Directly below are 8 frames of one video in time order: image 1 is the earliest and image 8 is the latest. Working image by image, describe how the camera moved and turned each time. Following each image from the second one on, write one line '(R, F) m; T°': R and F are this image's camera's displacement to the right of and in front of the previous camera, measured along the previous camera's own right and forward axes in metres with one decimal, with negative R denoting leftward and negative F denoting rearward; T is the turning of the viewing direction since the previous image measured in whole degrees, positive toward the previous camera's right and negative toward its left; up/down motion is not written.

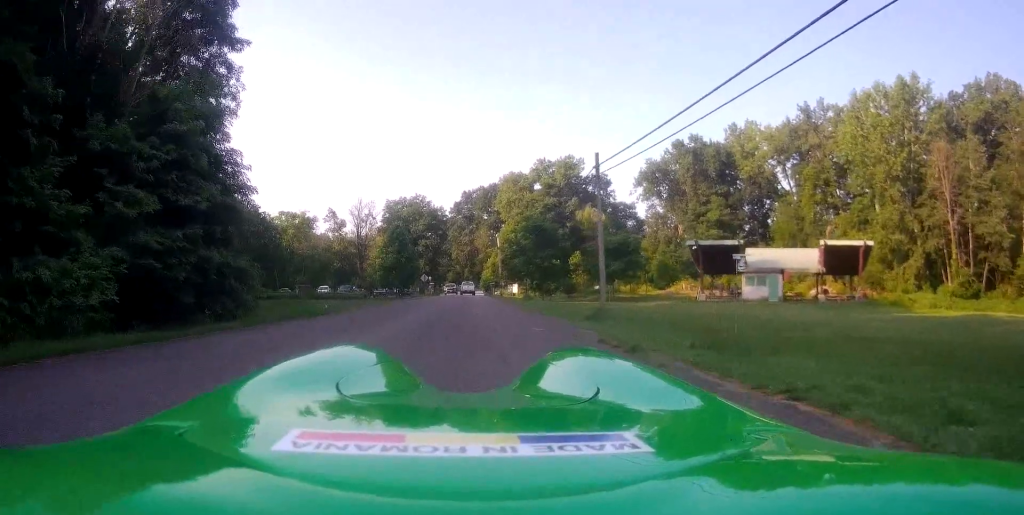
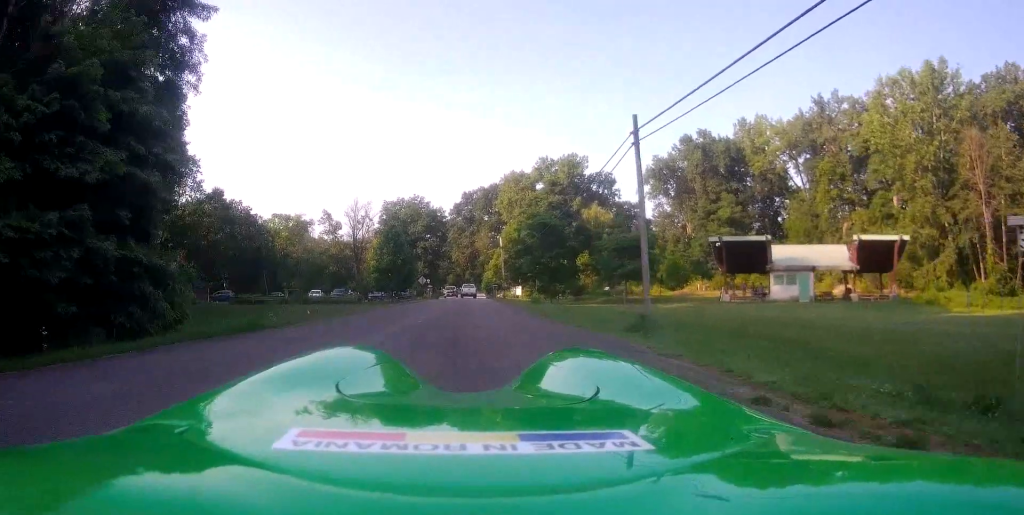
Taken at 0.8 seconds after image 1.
(+0.1, +5.0) m; +2°
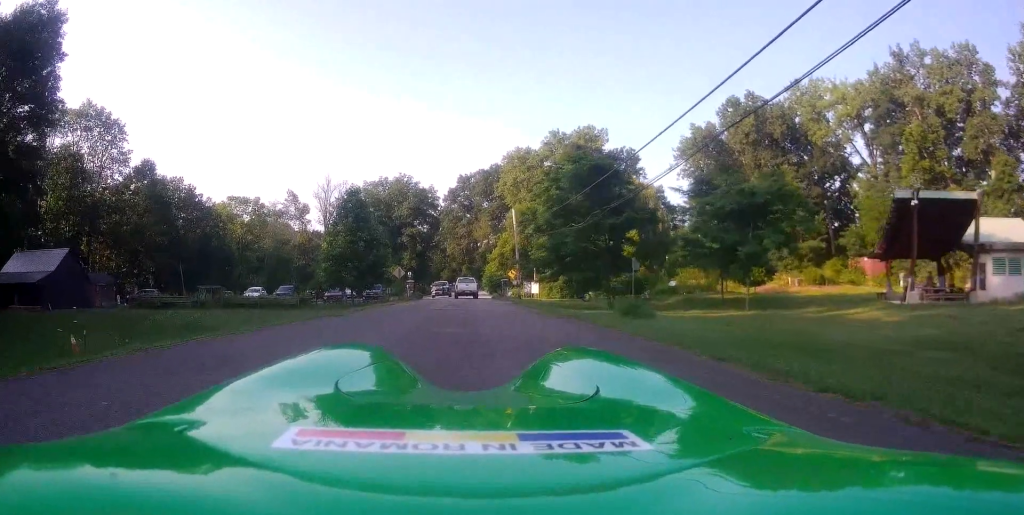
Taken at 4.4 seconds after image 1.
(+0.3, +21.2) m; -3°
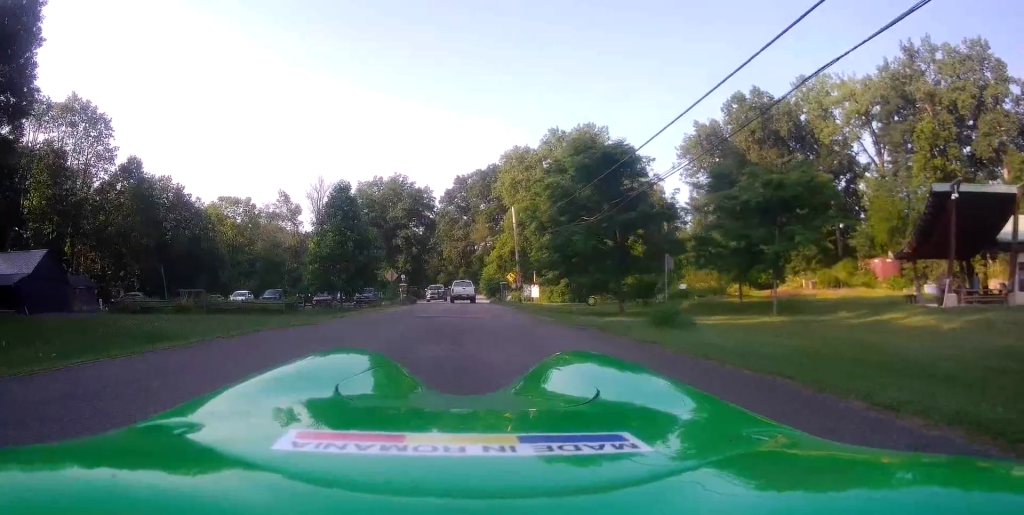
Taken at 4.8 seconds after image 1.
(-0.2, +2.7) m; -2°
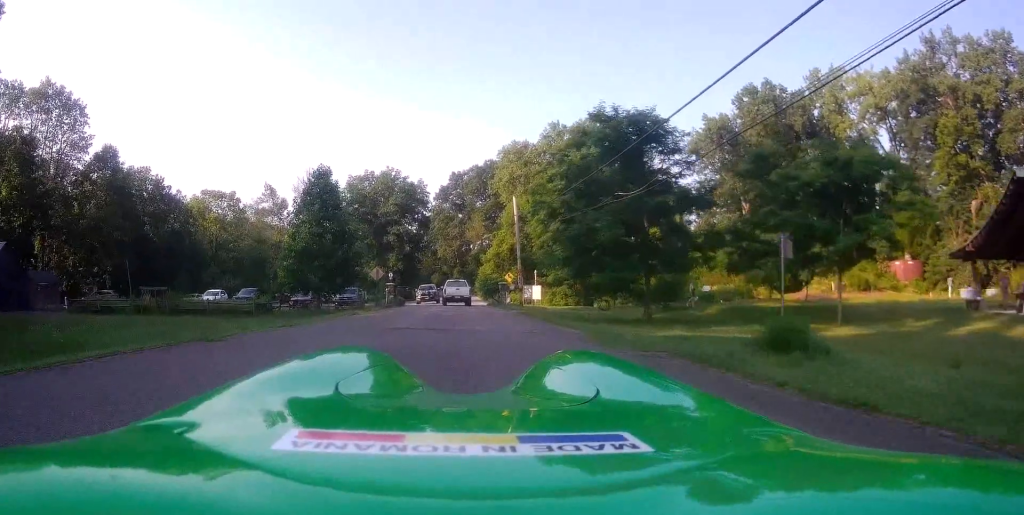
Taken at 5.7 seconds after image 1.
(-0.2, +4.9) m; -1°
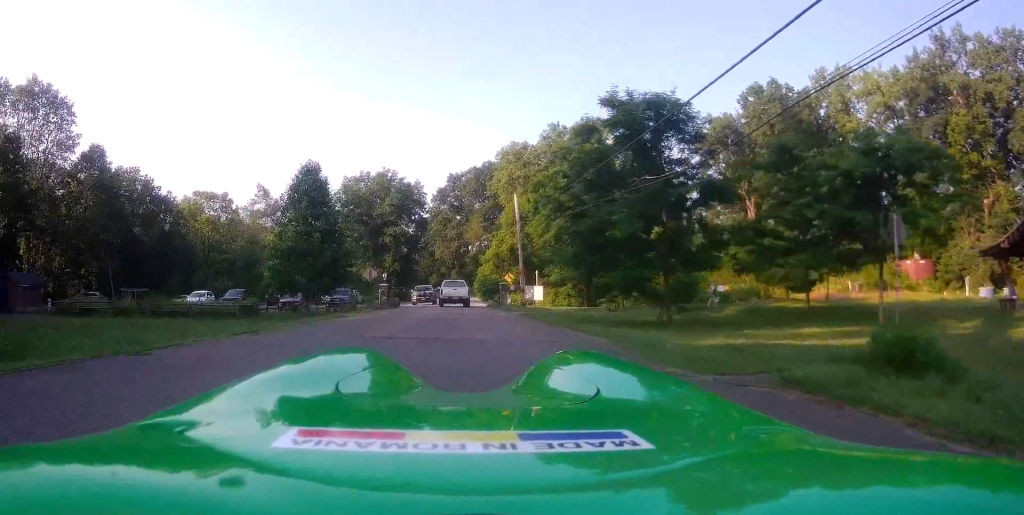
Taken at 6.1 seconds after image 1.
(0.0, +2.5) m; +2°
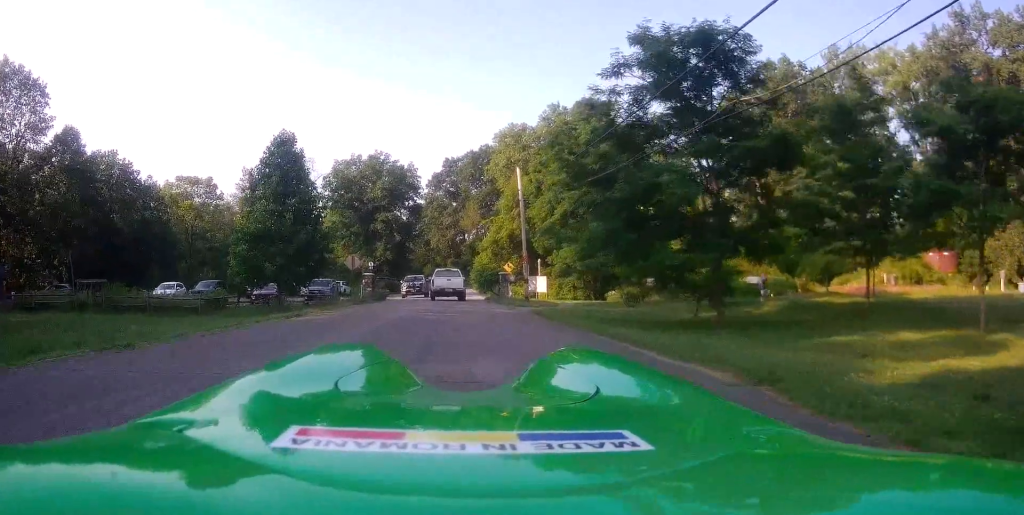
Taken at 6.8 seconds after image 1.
(+0.1, +4.3) m; +4°
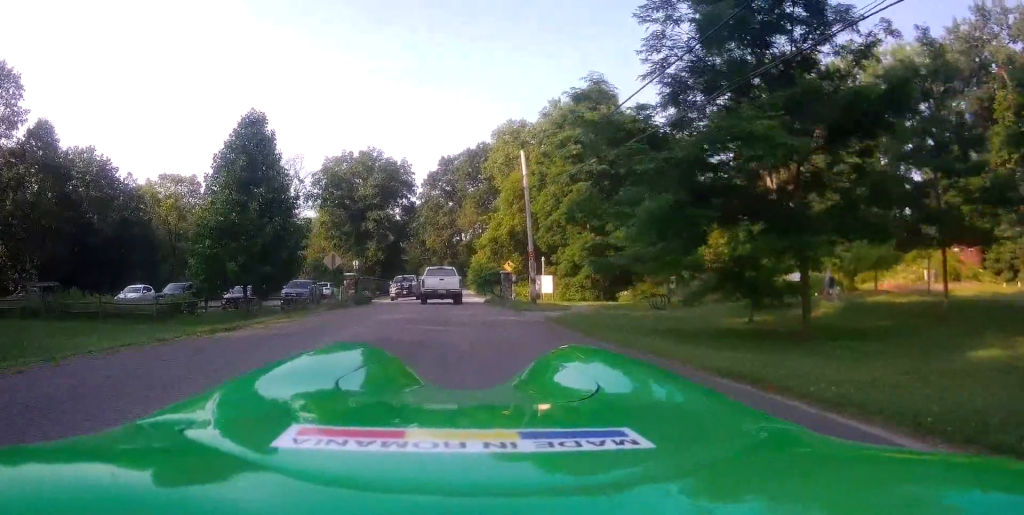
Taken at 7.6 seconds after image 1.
(+0.2, +4.5) m; +4°
